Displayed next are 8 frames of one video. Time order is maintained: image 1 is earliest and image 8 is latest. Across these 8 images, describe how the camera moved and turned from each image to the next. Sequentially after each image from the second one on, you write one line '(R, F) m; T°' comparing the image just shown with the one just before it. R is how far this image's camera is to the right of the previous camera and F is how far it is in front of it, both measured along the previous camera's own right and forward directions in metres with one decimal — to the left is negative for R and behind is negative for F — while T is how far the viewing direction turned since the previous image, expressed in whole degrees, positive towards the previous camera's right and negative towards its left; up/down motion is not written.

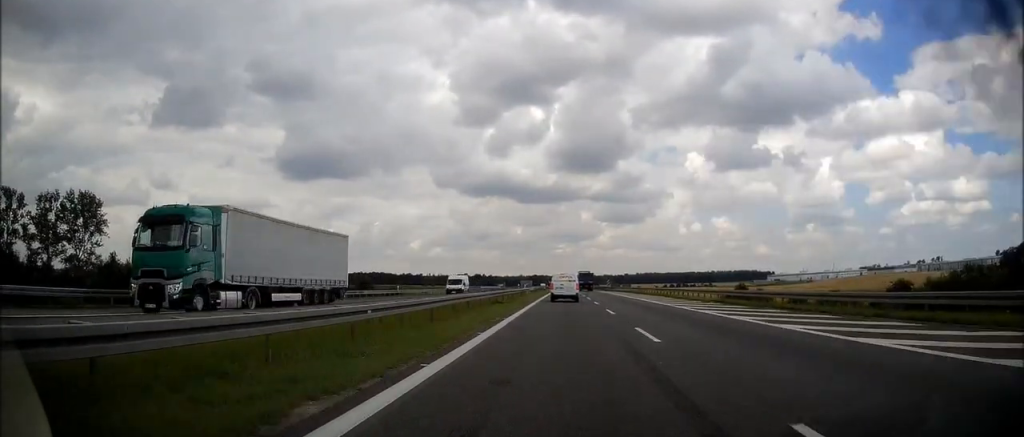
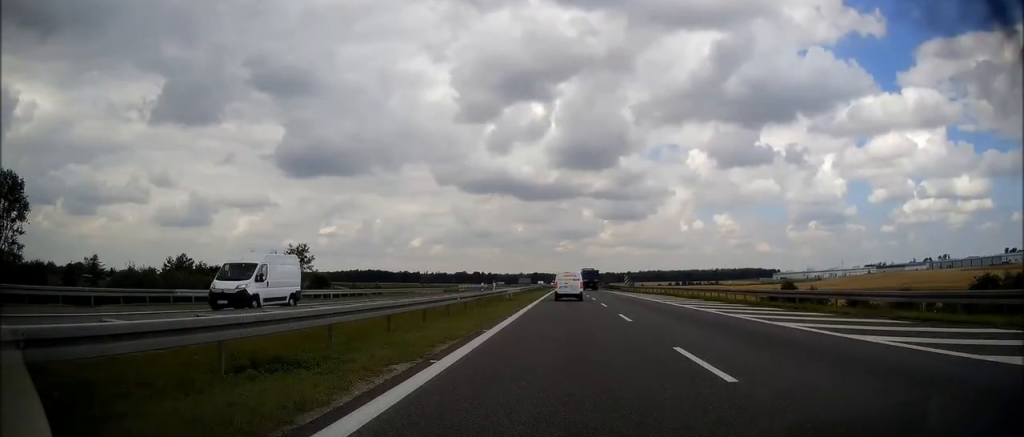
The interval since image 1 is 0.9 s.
(-0.3, +29.6) m; 0°
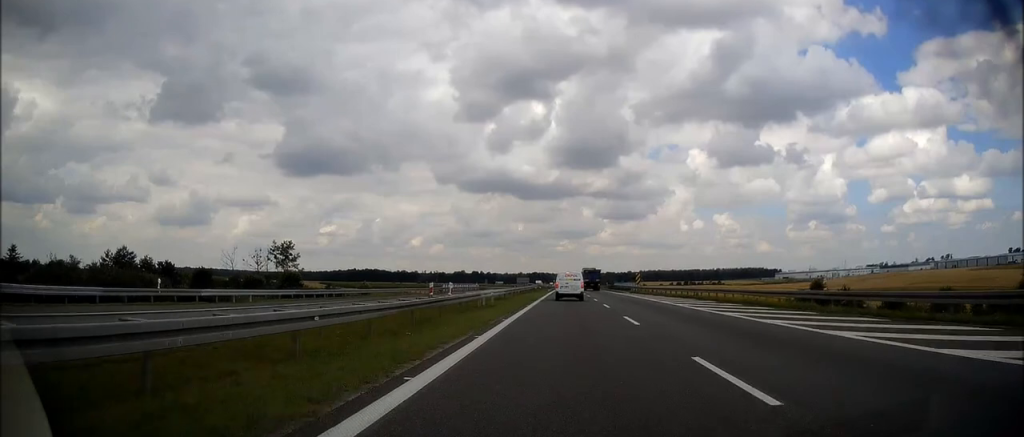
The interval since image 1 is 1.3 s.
(0.0, +13.8) m; 0°
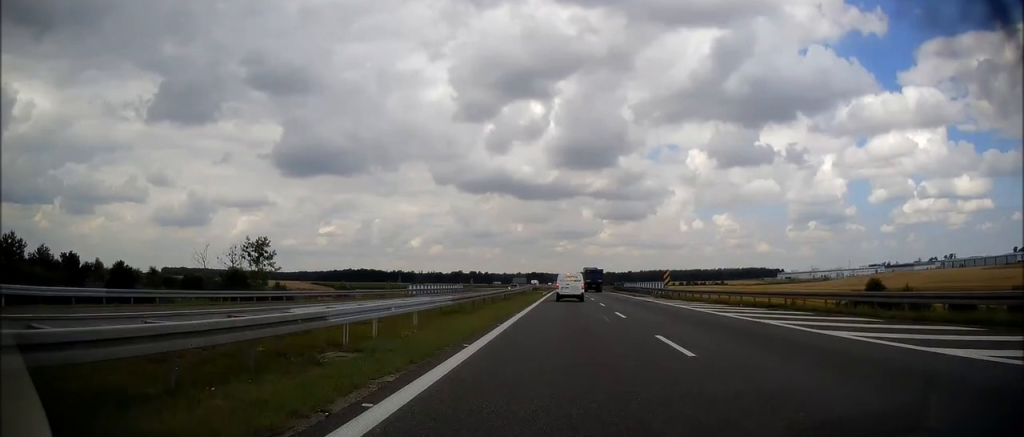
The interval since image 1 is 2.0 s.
(0.0, +20.1) m; 0°
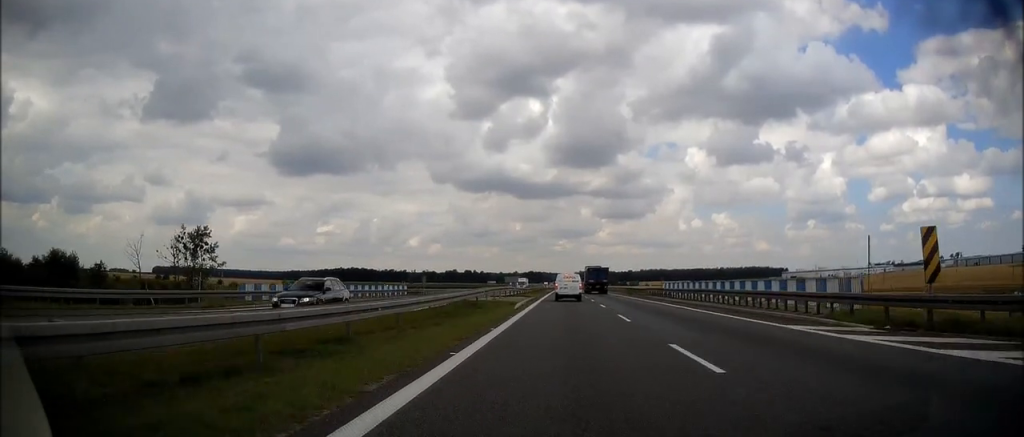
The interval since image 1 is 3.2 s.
(+0.1, +38.5) m; 0°
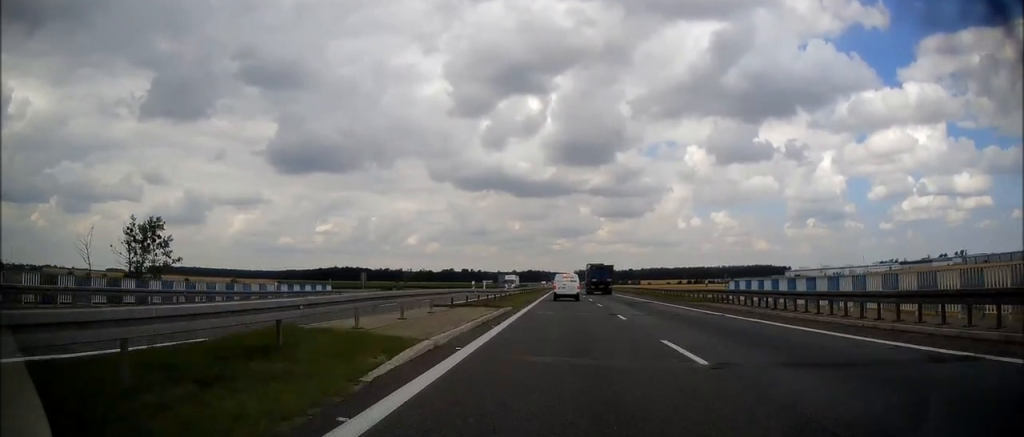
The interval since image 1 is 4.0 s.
(-0.2, +23.6) m; 0°
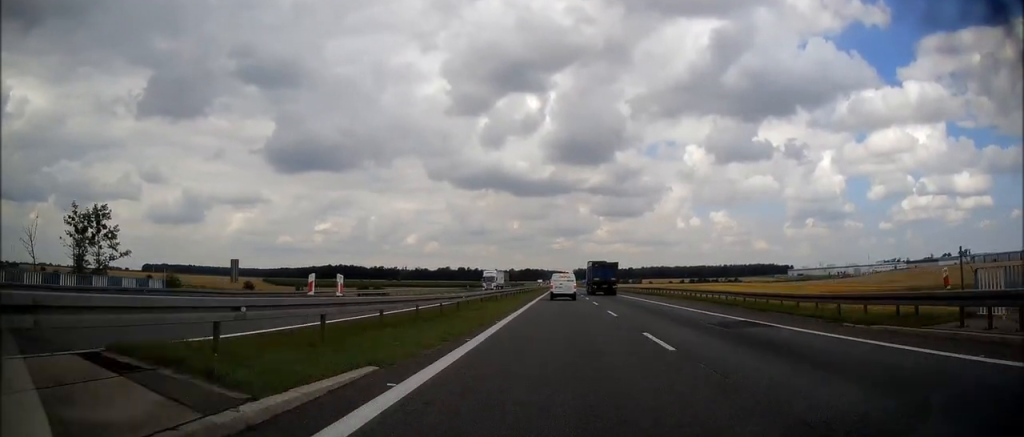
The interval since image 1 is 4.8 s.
(+0.4, +22.0) m; 0°
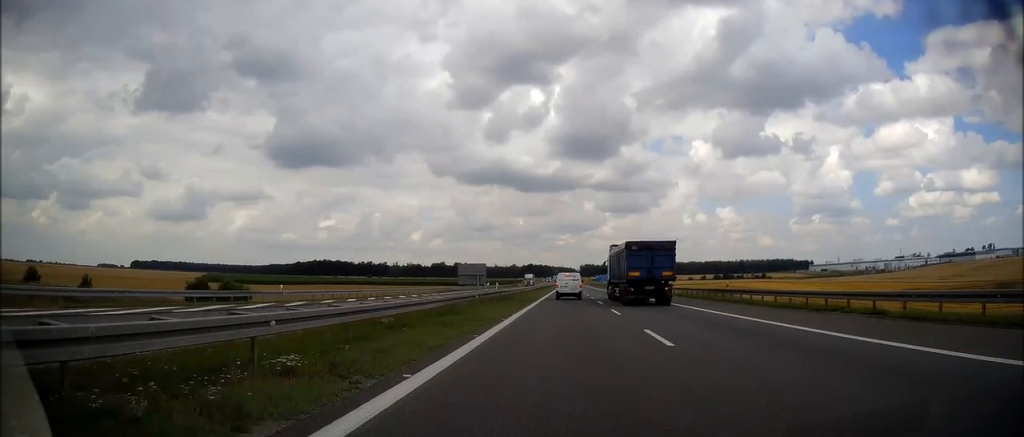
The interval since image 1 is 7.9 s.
(-1.2, +83.6) m; -1°
